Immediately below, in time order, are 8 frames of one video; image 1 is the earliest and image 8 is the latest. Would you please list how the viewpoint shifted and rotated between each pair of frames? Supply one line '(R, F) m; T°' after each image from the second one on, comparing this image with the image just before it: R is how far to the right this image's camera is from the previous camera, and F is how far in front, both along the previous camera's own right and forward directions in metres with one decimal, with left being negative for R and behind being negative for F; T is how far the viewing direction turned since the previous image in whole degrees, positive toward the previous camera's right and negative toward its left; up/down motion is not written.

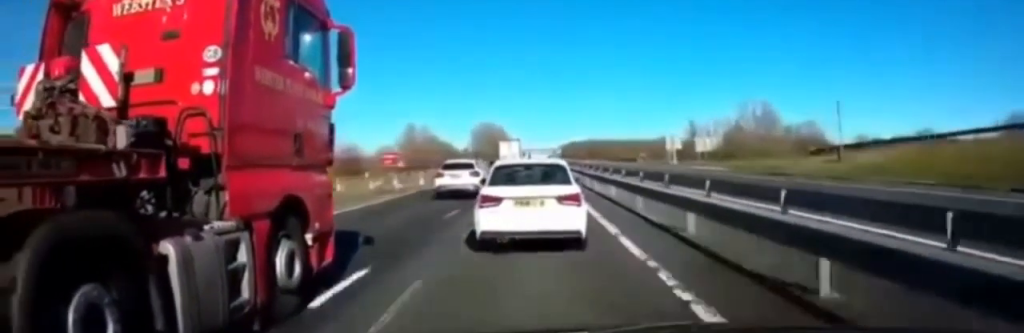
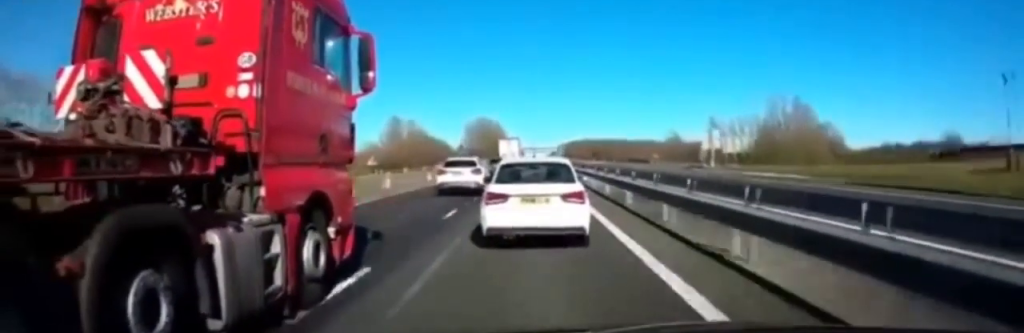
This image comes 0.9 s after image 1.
(+0.3, +17.9) m; +1°
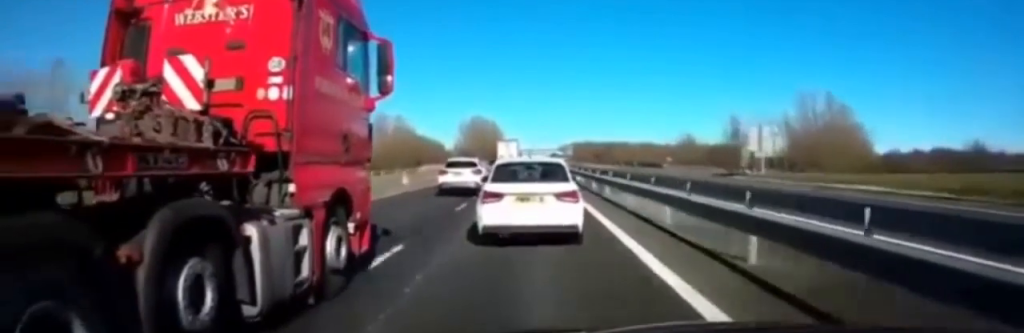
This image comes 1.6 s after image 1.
(0.0, +14.6) m; -1°
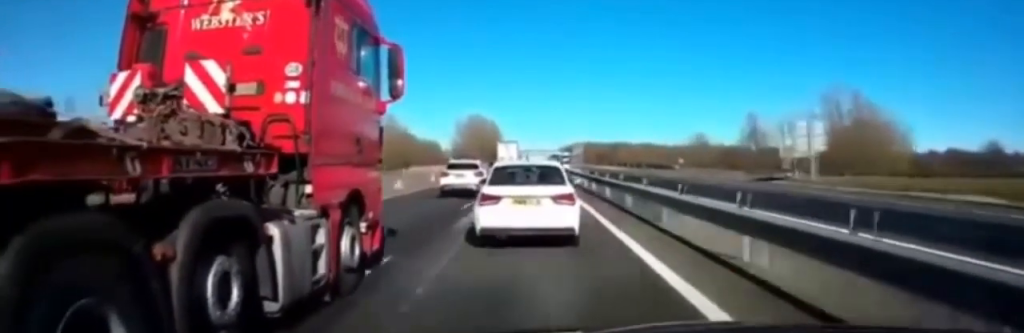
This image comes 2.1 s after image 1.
(0.0, +9.8) m; 0°
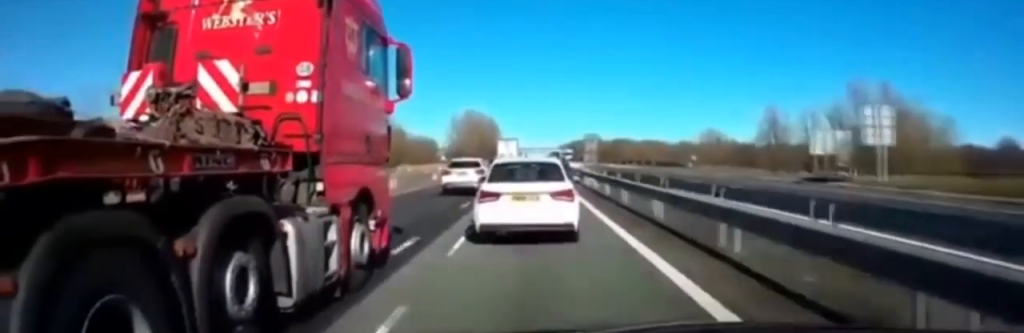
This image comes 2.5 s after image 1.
(-0.1, +9.0) m; 0°
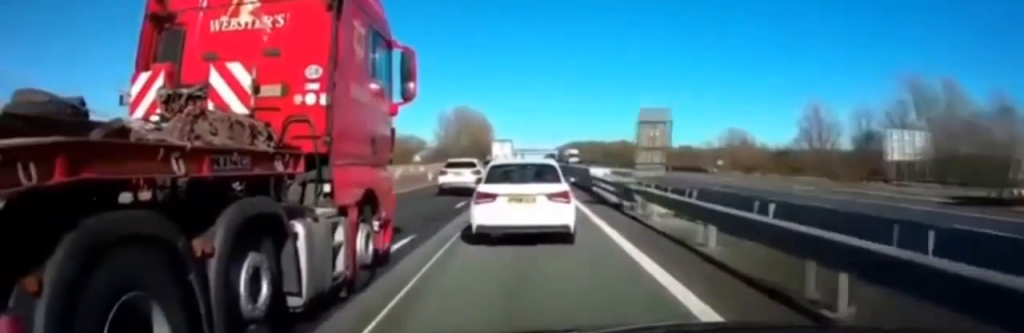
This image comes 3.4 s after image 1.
(+0.1, +17.1) m; 0°
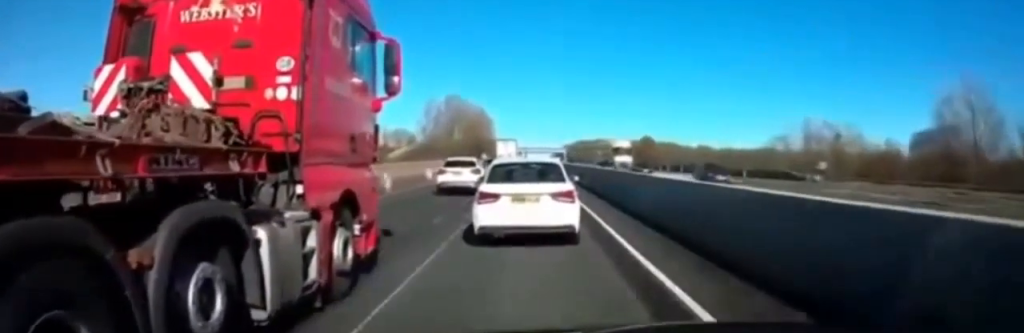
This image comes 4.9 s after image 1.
(-0.3, +31.2) m; -1°
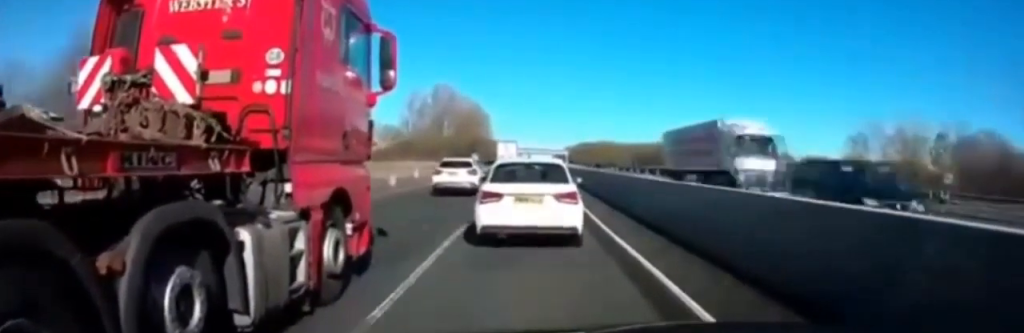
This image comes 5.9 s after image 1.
(0.0, +20.6) m; 0°
